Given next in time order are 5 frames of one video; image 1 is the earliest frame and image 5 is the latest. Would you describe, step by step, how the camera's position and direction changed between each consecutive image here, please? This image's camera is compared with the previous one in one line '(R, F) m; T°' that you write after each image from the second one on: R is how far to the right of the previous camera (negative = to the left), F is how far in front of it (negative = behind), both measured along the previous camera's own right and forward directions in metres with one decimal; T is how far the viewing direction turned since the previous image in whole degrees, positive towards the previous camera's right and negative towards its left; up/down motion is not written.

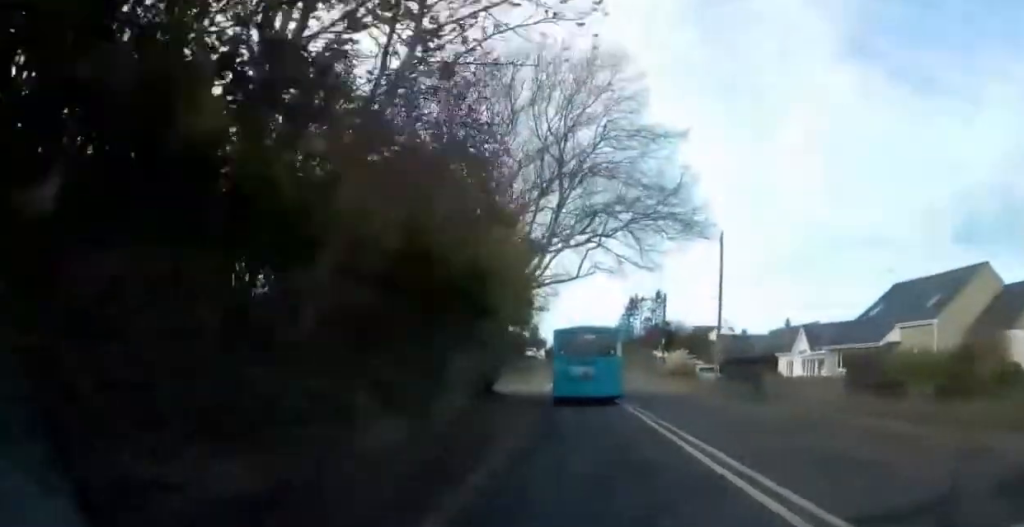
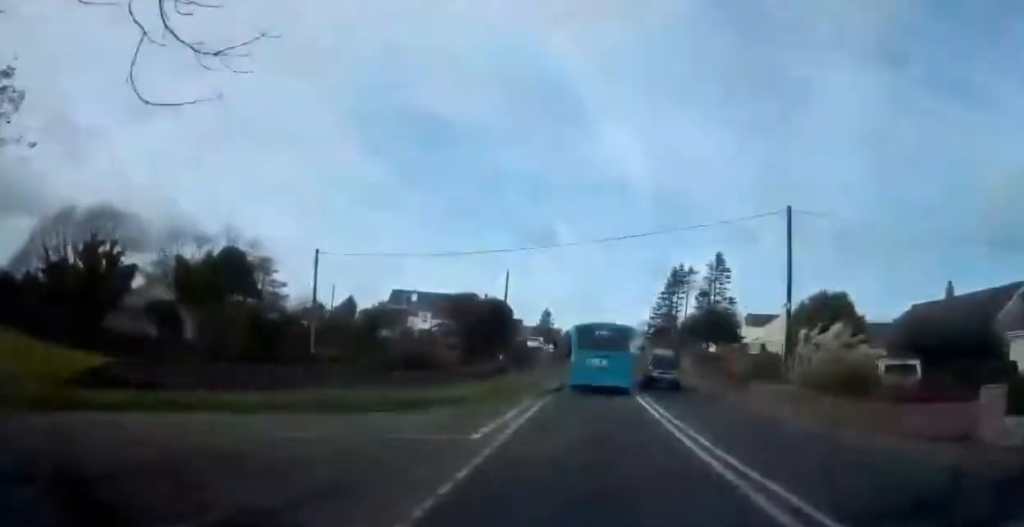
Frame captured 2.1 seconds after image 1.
(-0.7, +34.3) m; -2°
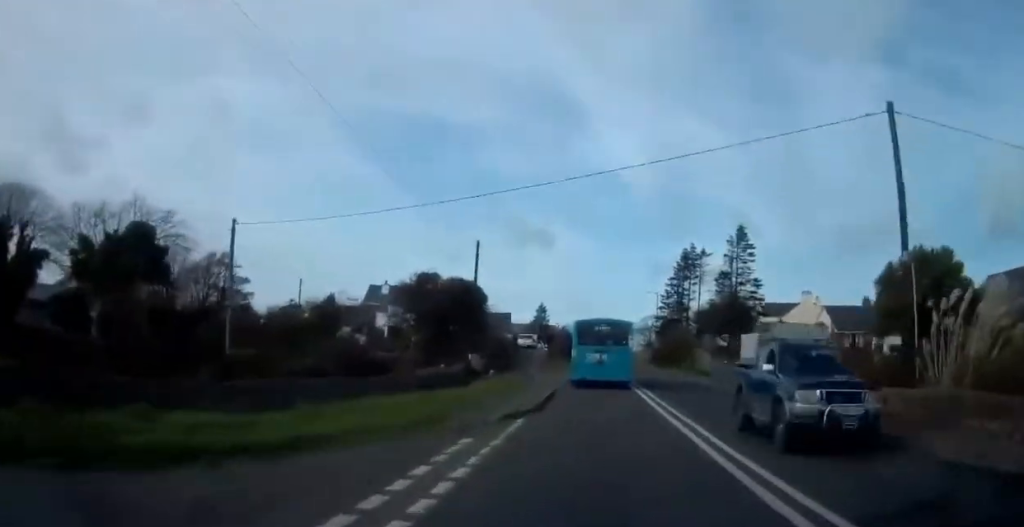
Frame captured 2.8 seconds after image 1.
(+0.2, +11.8) m; -3°
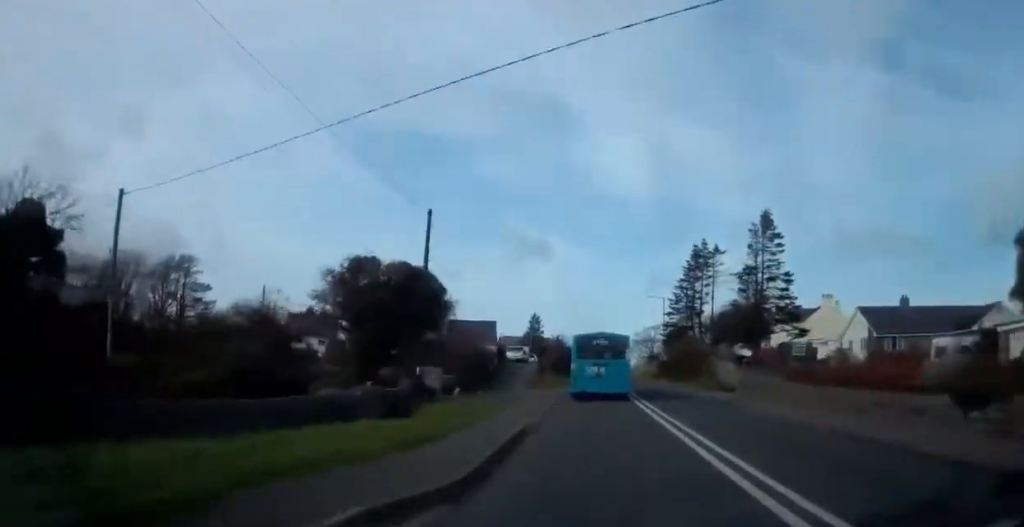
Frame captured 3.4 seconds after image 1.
(-0.6, +10.0) m; 0°
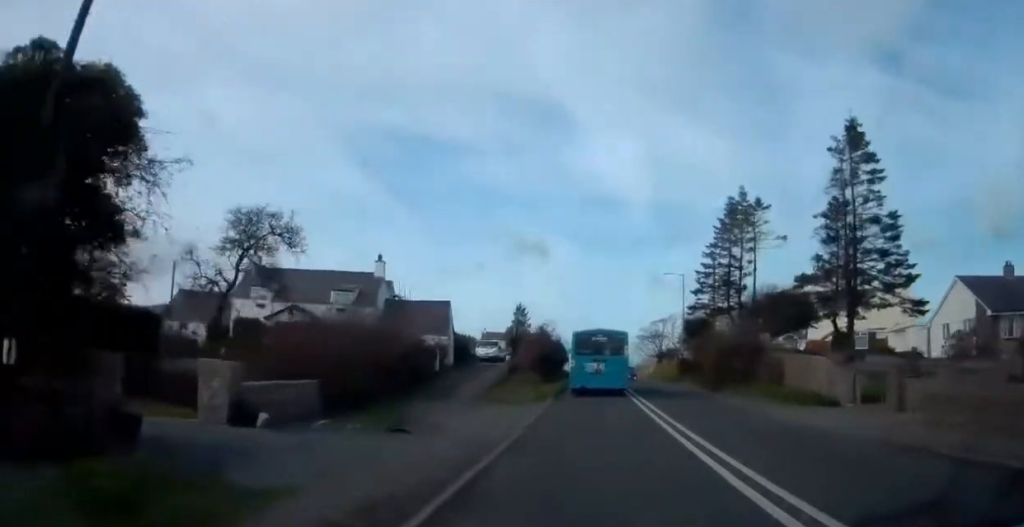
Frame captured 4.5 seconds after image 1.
(+0.4, +18.2) m; +3°
